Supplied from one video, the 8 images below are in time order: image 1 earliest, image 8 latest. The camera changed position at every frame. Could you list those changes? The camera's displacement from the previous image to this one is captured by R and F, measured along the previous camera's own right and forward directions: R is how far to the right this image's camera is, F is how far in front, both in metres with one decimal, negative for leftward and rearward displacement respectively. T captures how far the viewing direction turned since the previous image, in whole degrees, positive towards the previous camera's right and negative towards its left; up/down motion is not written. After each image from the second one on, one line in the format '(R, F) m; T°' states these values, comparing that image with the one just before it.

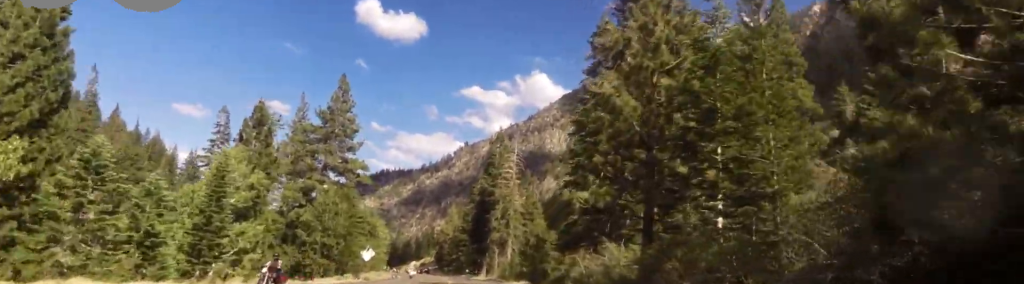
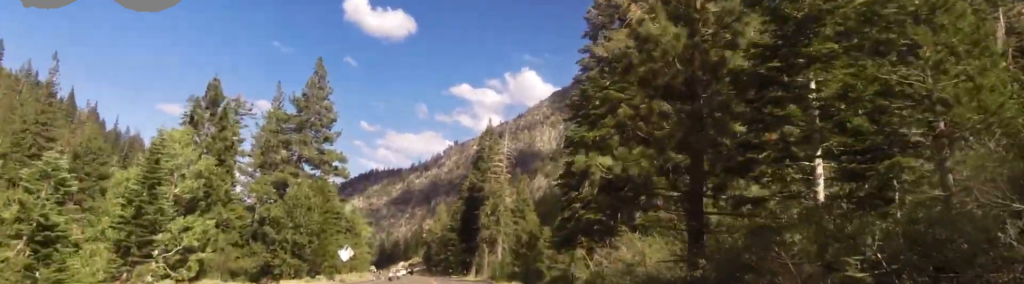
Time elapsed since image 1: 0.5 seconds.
(-0.1, +6.8) m; -1°
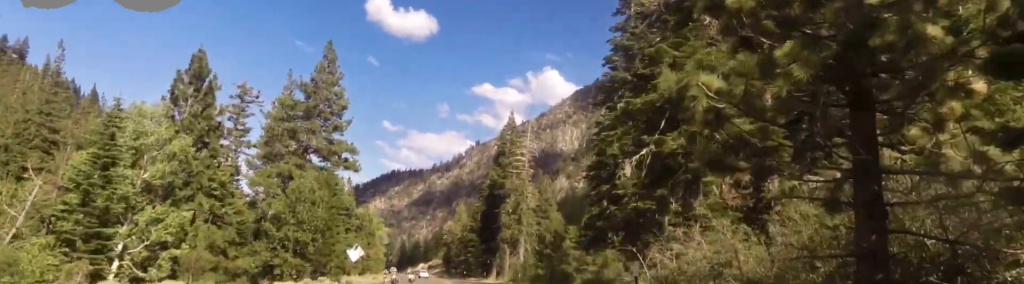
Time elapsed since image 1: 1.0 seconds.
(-0.7, +6.6) m; 0°
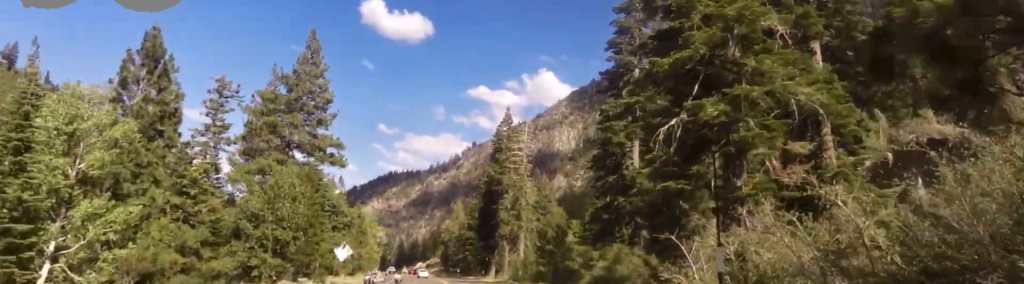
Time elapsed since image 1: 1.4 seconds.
(-0.2, +5.3) m; +1°
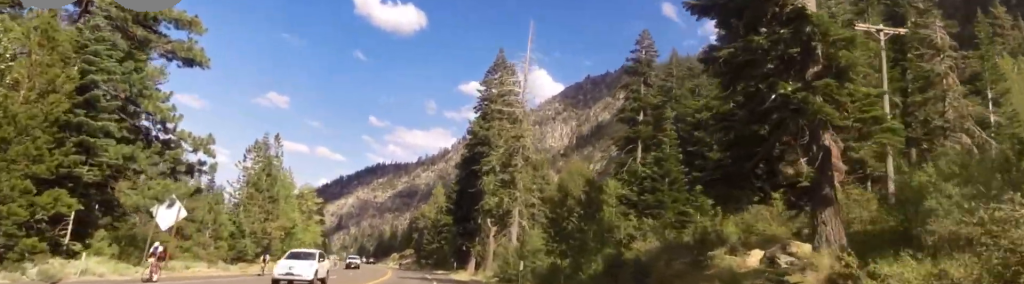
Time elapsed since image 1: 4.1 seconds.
(+1.7, +33.7) m; +1°
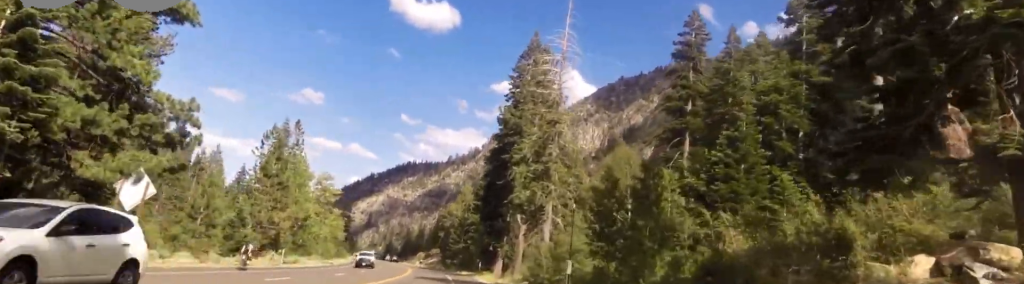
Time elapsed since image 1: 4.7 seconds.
(+0.2, +6.7) m; 0°
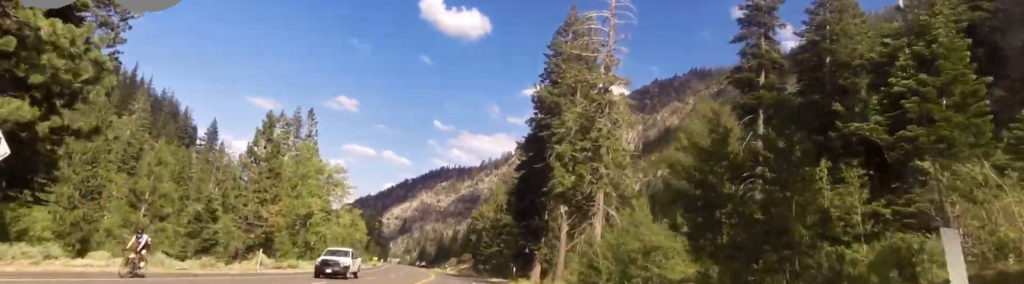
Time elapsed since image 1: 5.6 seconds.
(+0.2, +10.9) m; -2°
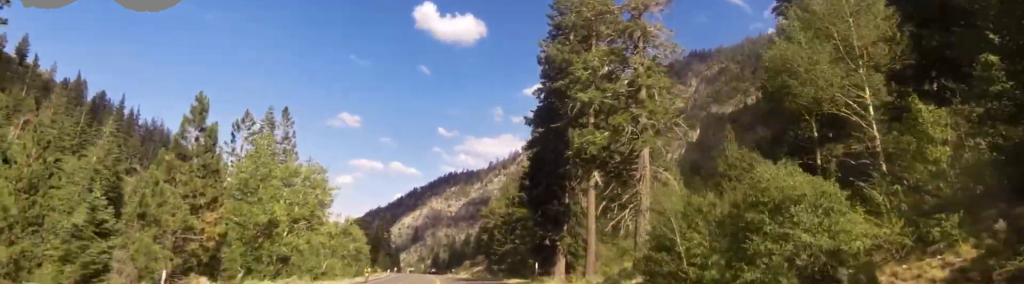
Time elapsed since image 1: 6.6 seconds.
(-0.7, +11.1) m; -4°
